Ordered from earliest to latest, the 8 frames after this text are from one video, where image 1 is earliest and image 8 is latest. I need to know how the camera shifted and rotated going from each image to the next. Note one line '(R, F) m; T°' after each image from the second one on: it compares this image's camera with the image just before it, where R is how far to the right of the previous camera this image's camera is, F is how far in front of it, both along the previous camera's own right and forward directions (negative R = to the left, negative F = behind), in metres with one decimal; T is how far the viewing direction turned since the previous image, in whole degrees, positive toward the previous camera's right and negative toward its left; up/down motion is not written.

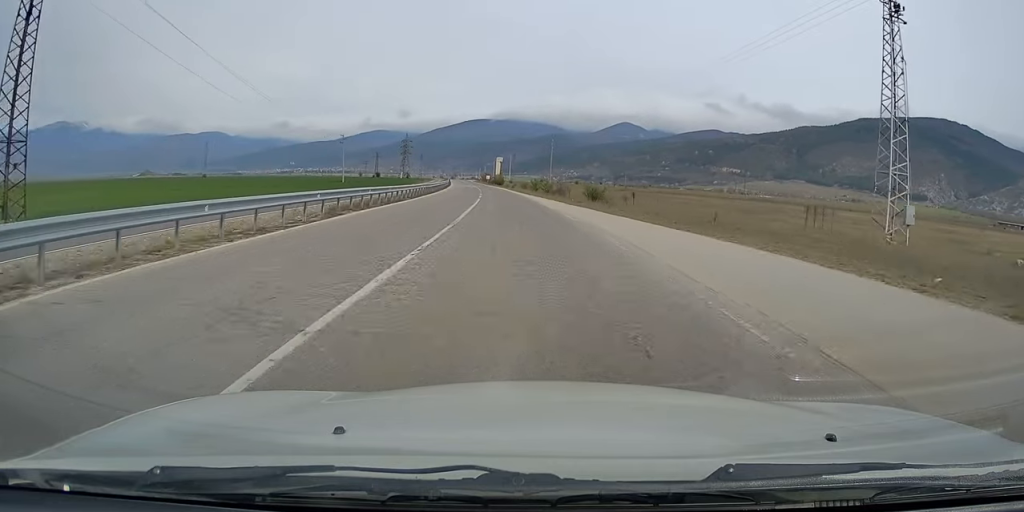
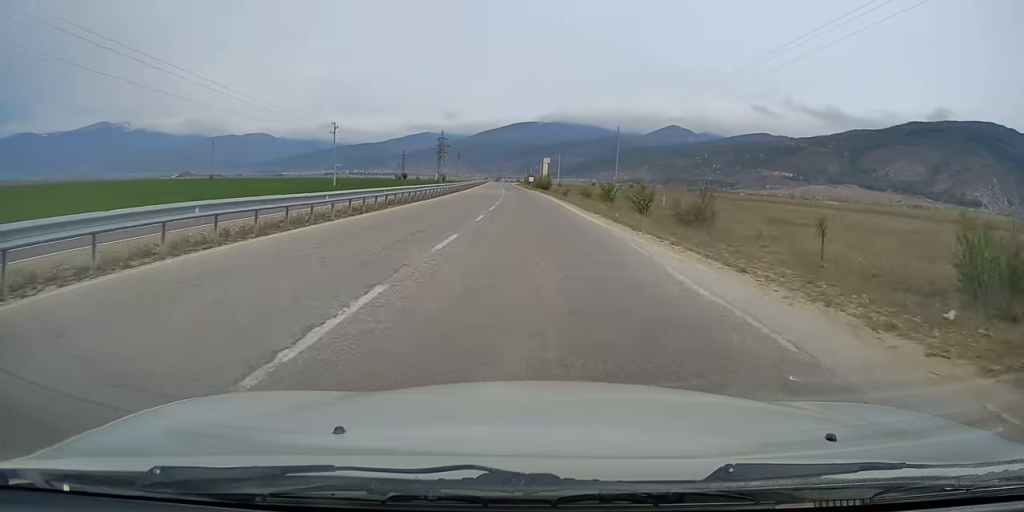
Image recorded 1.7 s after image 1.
(-0.8, +41.5) m; -3°
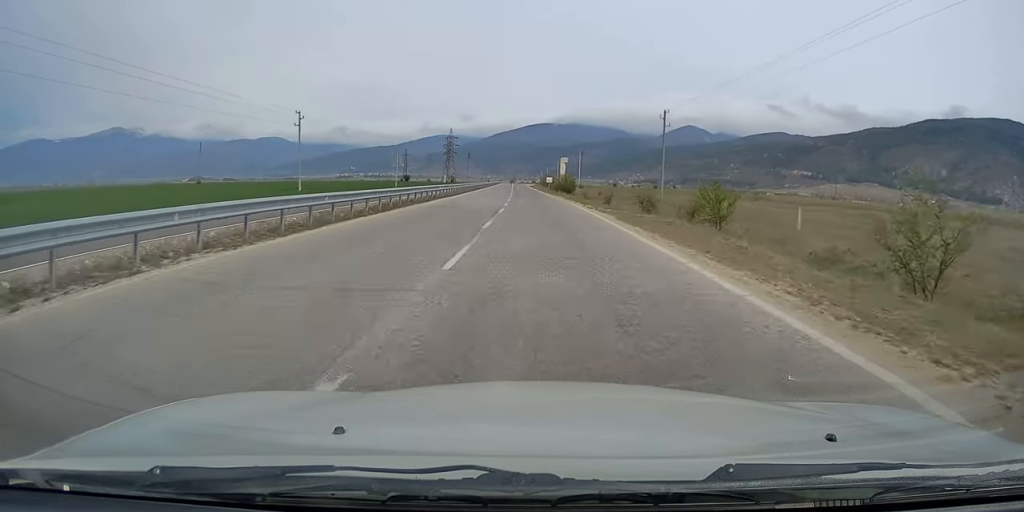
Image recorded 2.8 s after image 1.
(-0.7, +25.7) m; -2°
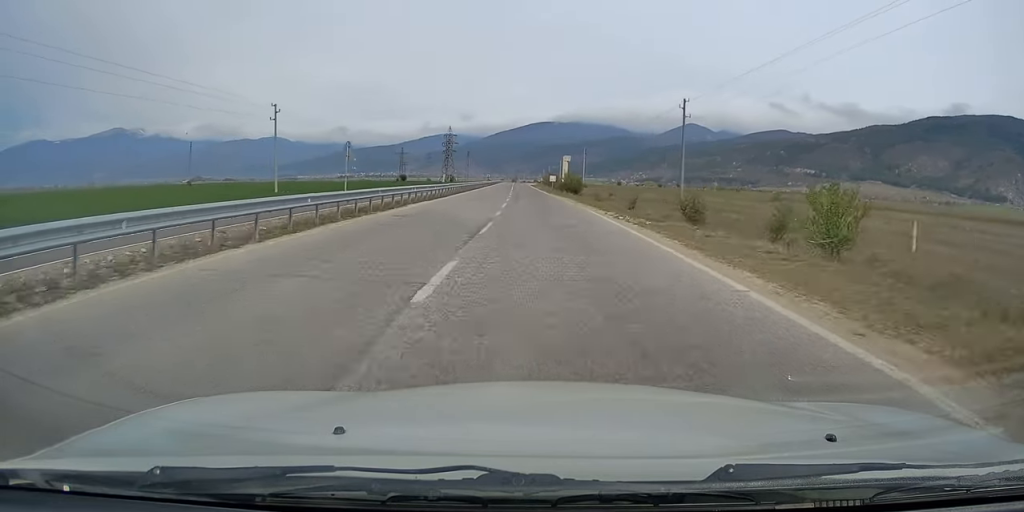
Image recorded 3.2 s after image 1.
(0.0, +9.6) m; 0°
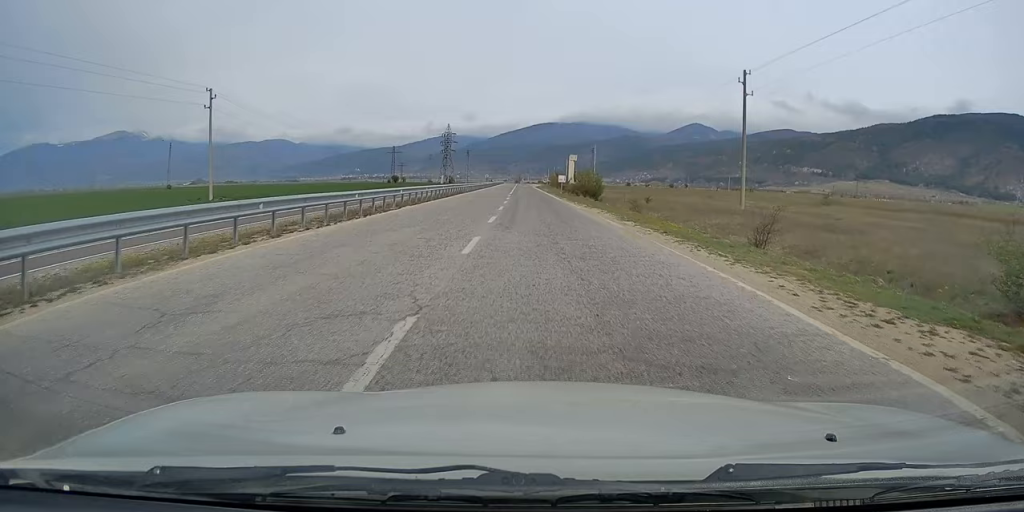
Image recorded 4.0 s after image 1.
(0.0, +19.1) m; 0°
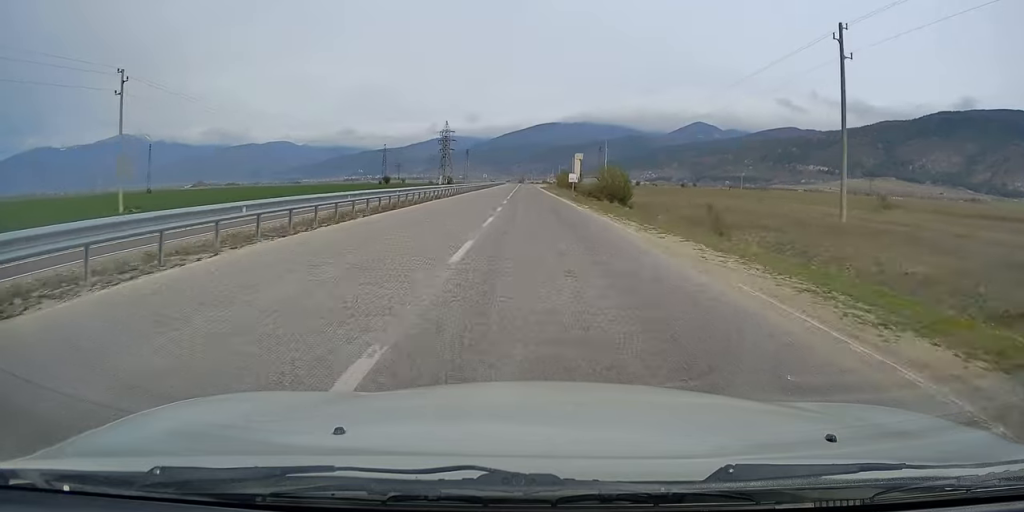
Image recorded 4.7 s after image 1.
(-0.1, +16.6) m; 0°
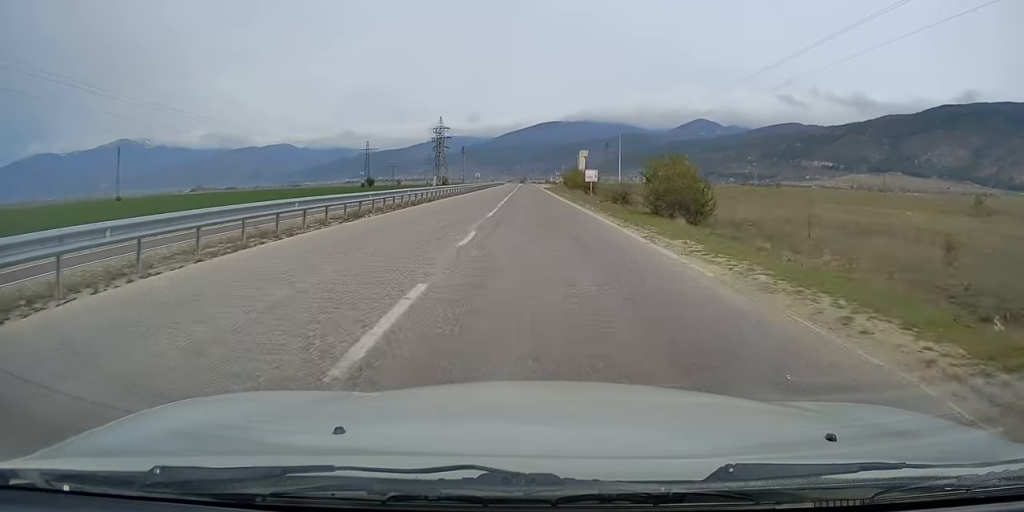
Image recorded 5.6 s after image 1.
(0.0, +20.4) m; 0°
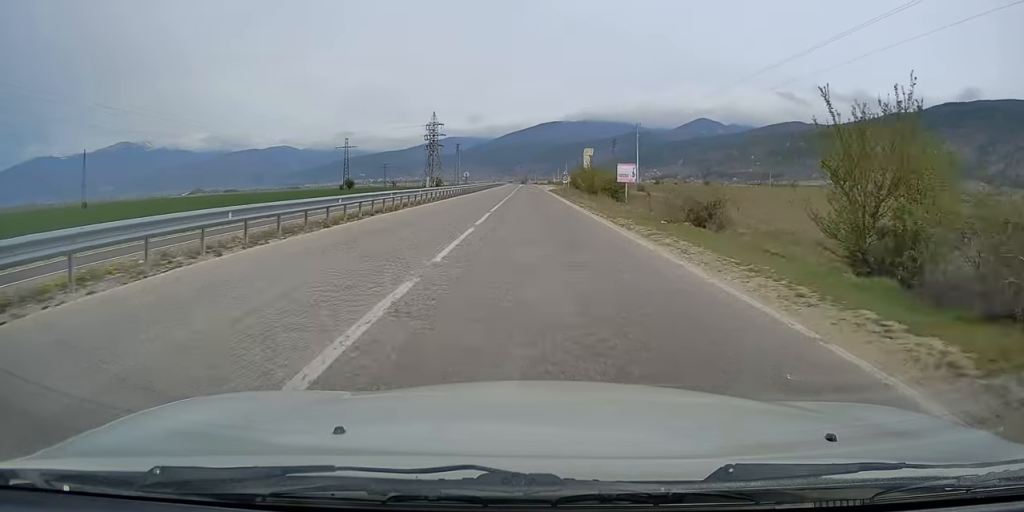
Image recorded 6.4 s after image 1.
(0.0, +19.4) m; 0°
